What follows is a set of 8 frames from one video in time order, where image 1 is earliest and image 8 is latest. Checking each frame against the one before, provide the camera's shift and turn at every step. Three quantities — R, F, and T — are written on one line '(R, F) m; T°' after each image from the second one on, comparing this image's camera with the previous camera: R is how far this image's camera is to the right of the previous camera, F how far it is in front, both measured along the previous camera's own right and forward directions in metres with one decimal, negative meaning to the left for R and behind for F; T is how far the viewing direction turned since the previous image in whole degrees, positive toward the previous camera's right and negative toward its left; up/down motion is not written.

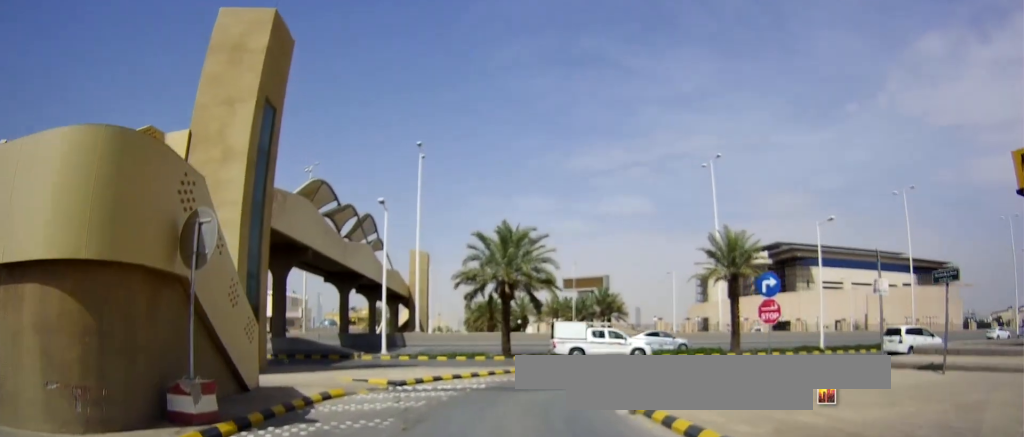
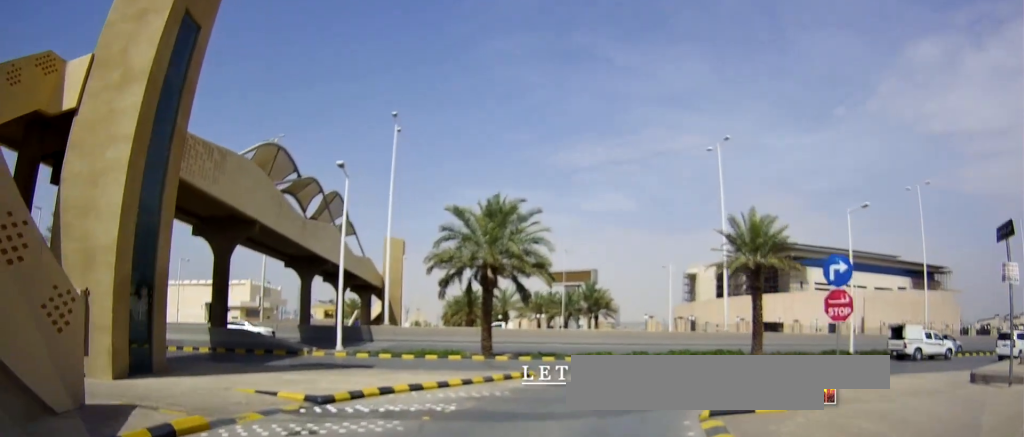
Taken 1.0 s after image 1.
(+0.1, +6.5) m; +1°
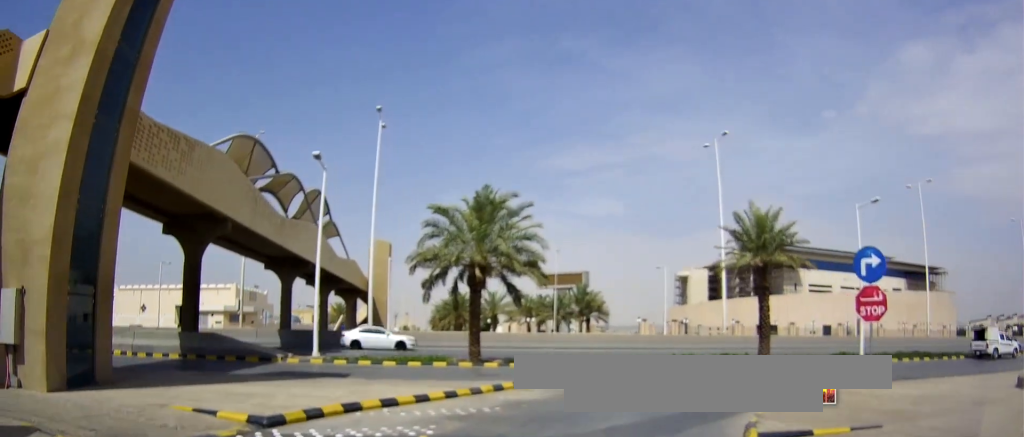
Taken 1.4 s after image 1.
(0.0, +2.3) m; +1°
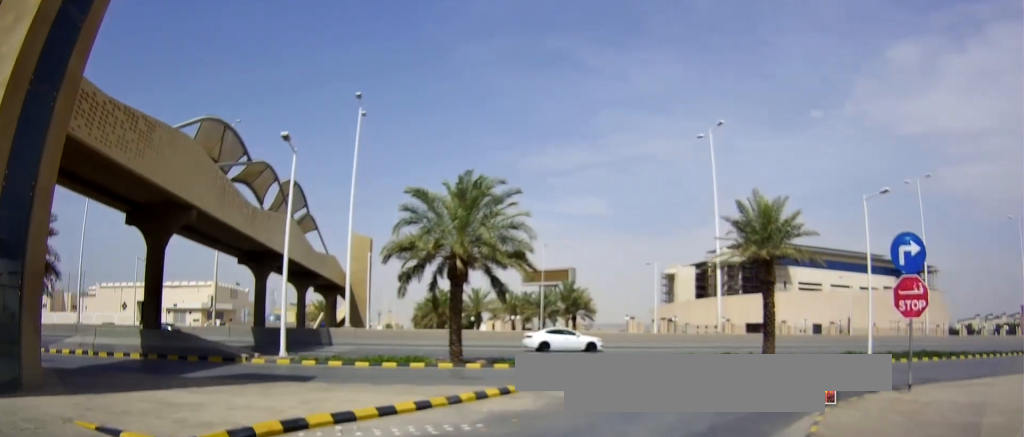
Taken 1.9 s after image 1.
(0.0, +2.5) m; +2°
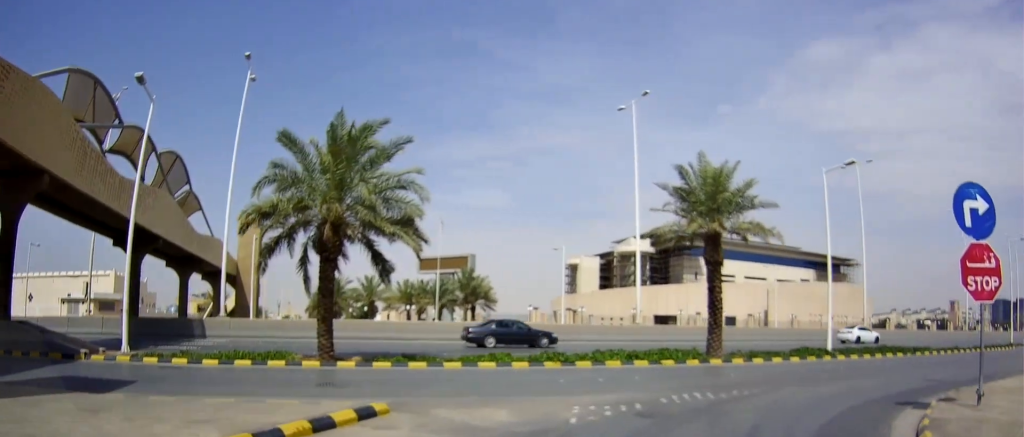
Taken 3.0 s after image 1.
(+0.3, +5.8) m; +6°
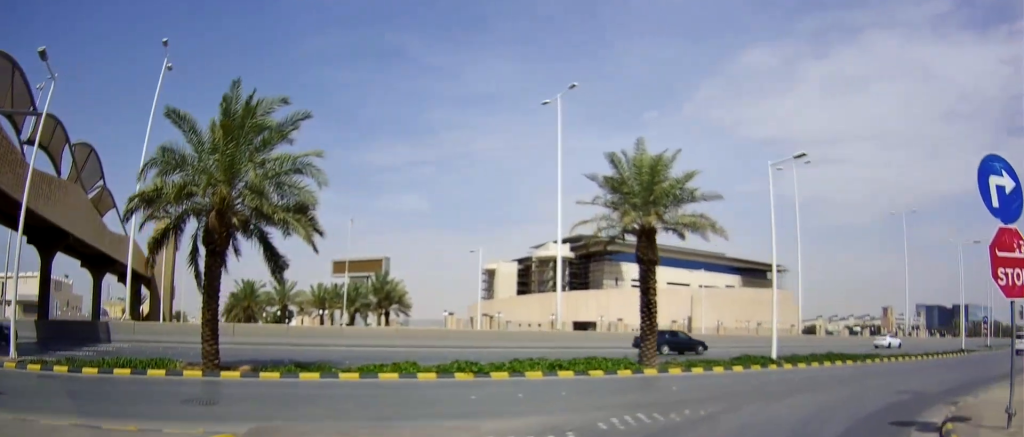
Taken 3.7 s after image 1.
(+0.1, +2.8) m; +4°
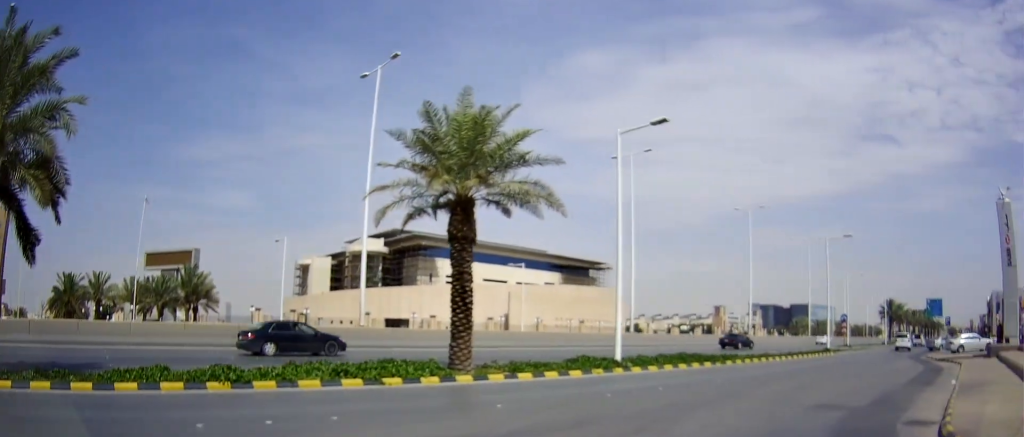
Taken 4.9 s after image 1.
(+0.4, +4.8) m; +20°
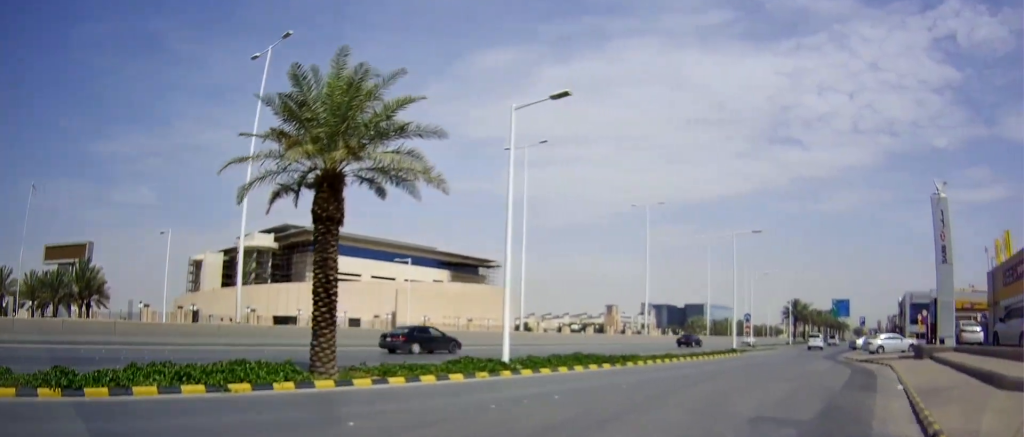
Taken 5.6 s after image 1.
(+0.3, +2.2) m; +14°
